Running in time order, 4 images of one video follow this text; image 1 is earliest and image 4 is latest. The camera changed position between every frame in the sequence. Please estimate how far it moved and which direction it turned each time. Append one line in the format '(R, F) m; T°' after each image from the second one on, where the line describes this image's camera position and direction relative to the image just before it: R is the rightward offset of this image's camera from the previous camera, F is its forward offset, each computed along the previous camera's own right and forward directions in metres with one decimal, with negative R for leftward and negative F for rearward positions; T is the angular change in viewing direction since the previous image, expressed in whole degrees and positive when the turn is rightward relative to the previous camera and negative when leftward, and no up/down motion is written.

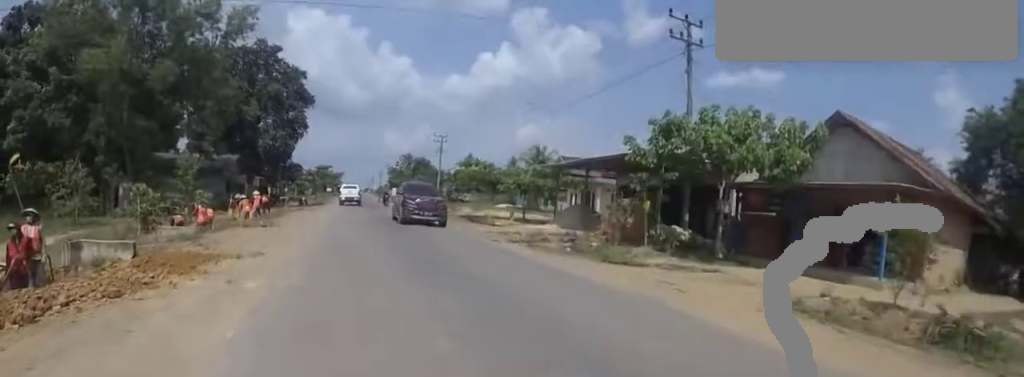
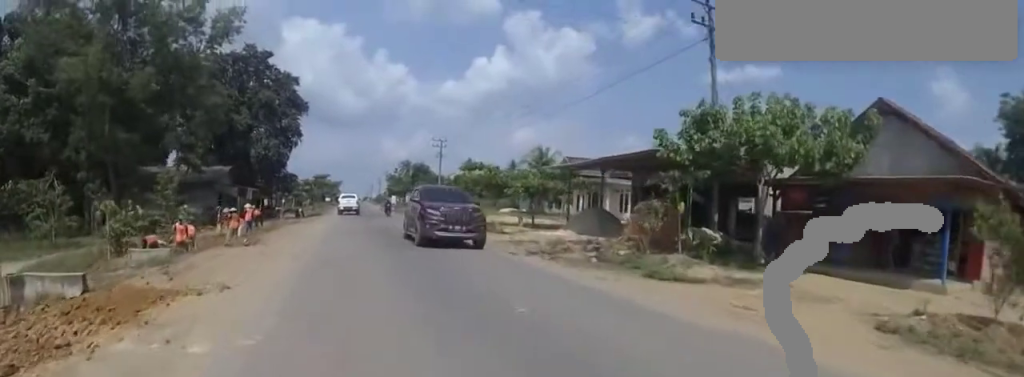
(0.0, +1.9) m; 0°
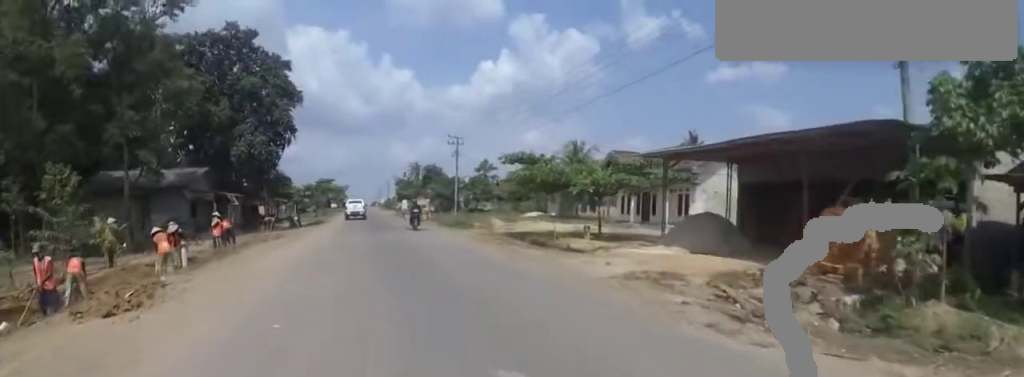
(0.0, +7.1) m; 0°
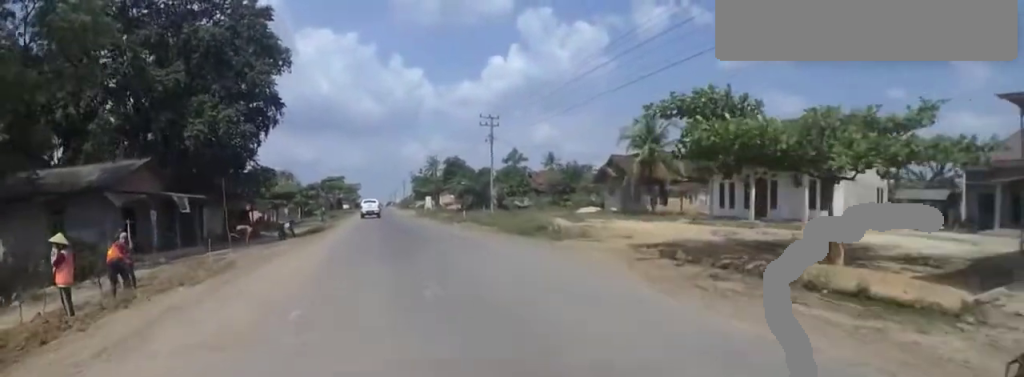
(0.0, +10.7) m; 0°
